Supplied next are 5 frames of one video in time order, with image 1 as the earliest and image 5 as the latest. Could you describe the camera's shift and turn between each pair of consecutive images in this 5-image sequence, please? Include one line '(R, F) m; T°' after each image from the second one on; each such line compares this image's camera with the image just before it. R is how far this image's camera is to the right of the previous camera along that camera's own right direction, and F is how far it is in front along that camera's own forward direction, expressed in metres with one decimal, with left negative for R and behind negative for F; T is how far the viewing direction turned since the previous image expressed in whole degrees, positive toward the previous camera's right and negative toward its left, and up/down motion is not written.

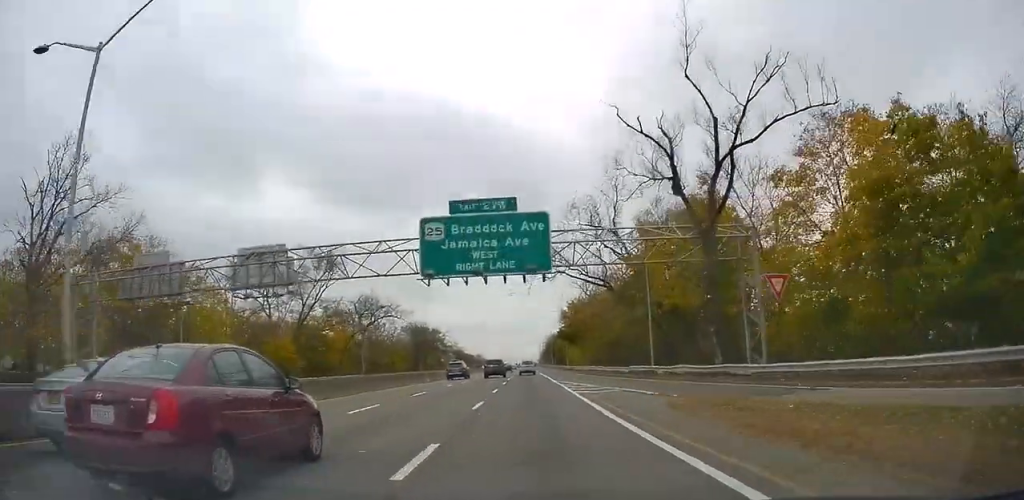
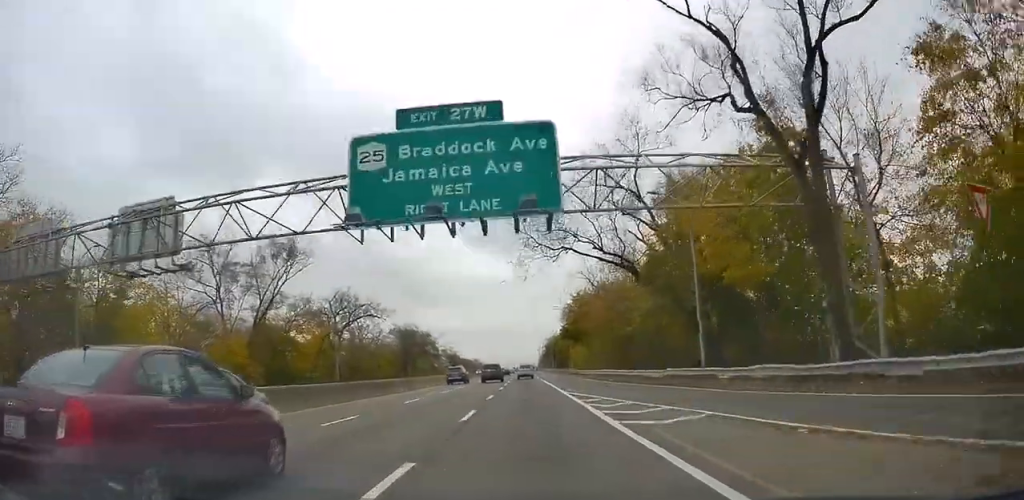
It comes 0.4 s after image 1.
(-0.2, +11.3) m; 0°
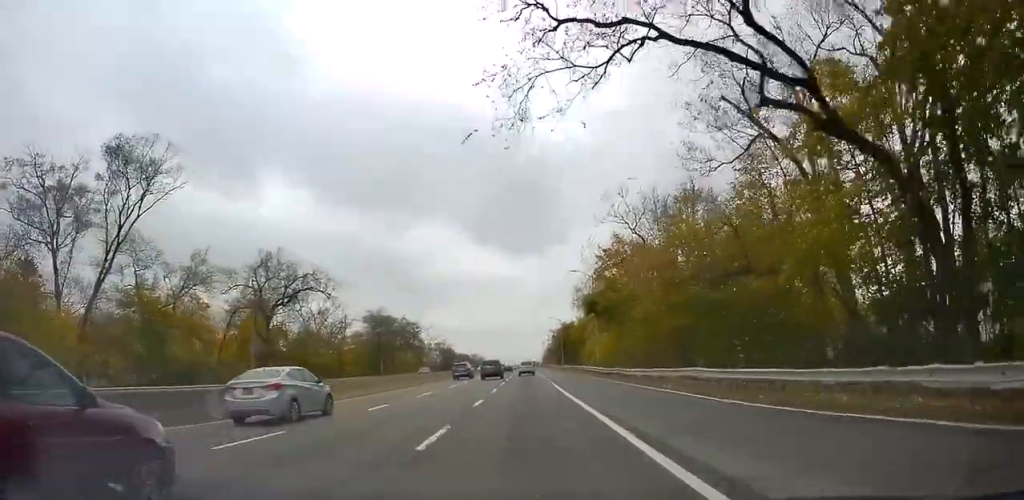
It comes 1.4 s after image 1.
(+0.3, +25.4) m; +2°
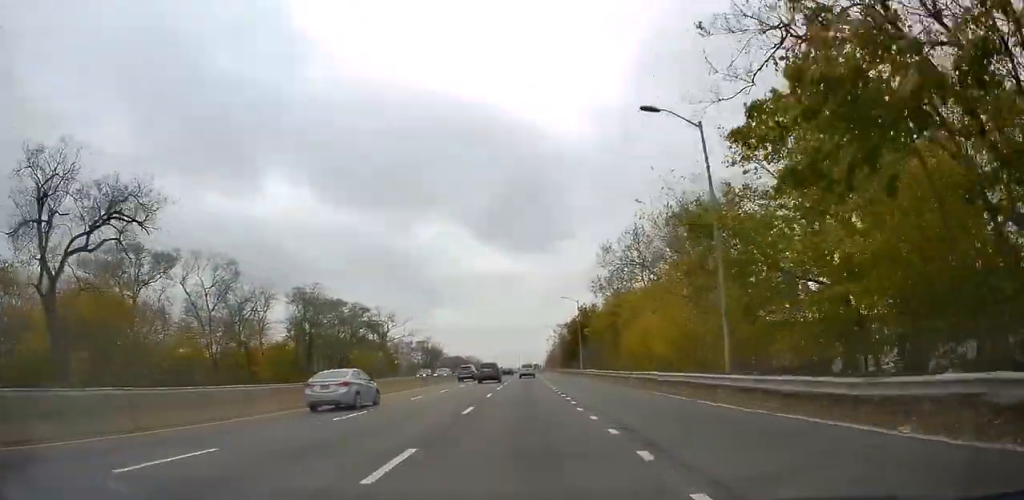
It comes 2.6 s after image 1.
(+0.7, +32.0) m; +2°
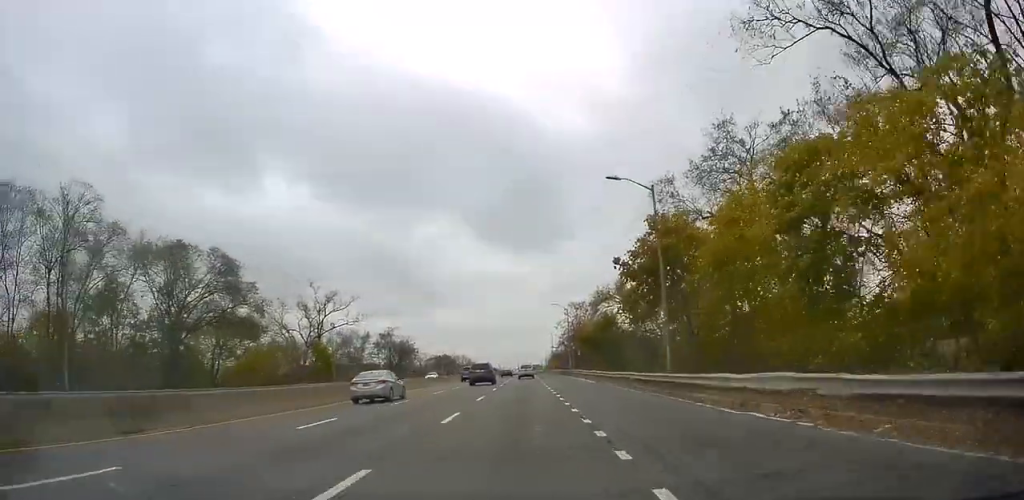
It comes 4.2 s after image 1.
(-0.9, +41.2) m; -2°
